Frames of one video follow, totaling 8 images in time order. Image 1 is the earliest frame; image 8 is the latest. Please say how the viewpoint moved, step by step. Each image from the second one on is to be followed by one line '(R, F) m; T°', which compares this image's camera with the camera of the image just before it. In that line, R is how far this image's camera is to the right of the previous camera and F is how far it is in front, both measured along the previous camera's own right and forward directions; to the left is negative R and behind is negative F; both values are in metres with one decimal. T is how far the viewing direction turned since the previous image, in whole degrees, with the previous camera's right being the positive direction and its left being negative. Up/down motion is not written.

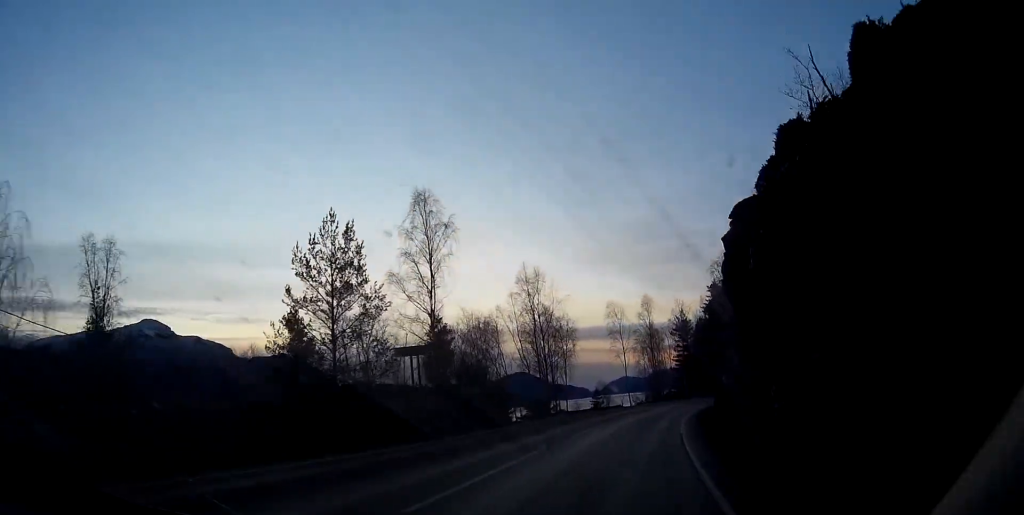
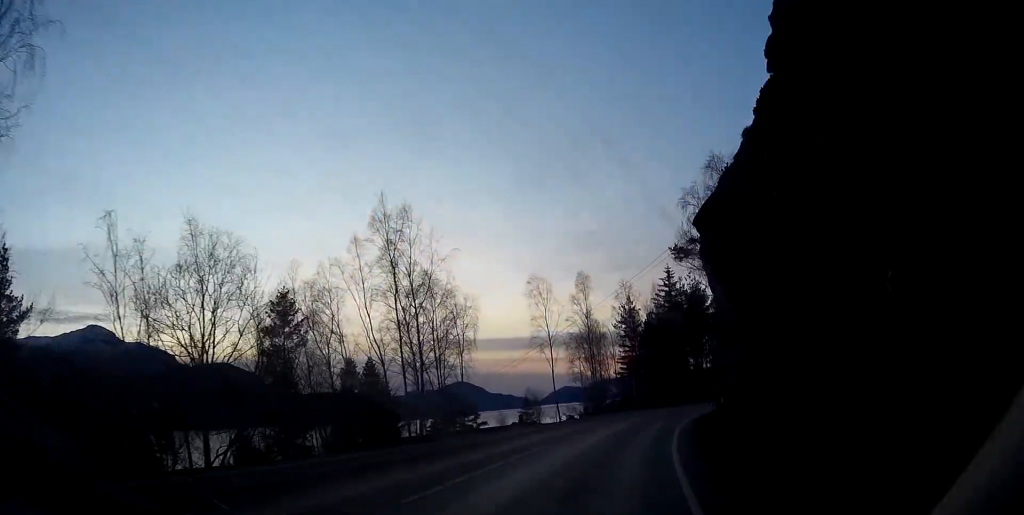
(+1.6, +23.5) m; +6°
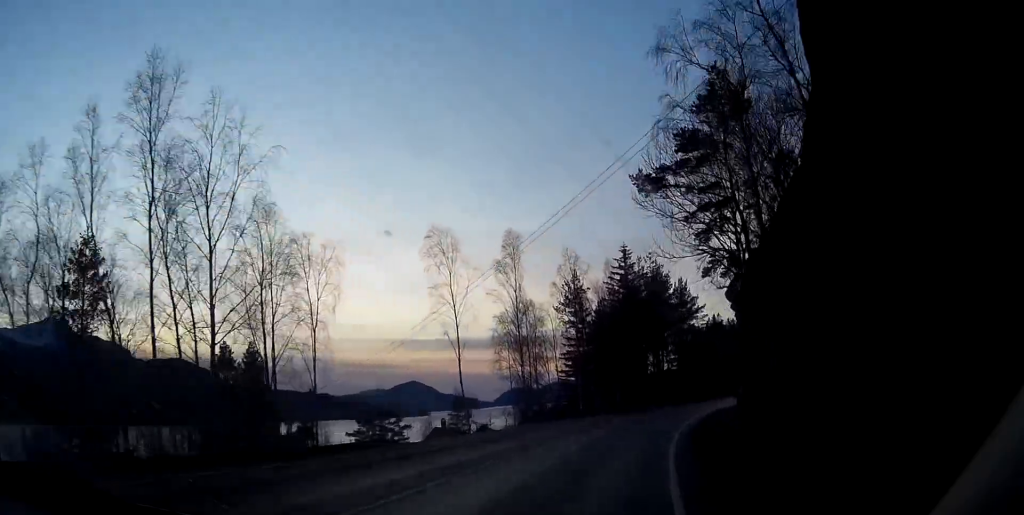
(+0.4, +17.9) m; +3°
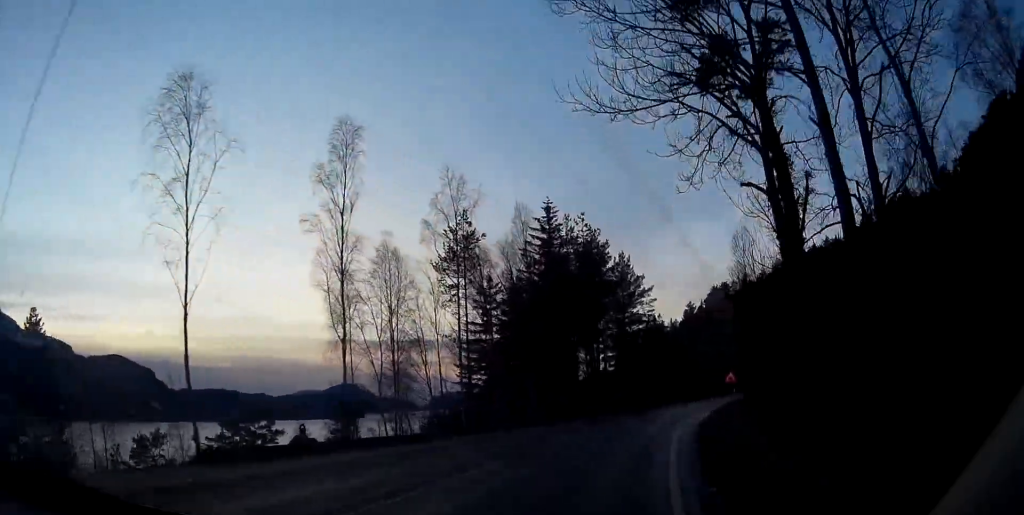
(+1.1, +22.5) m; +6°
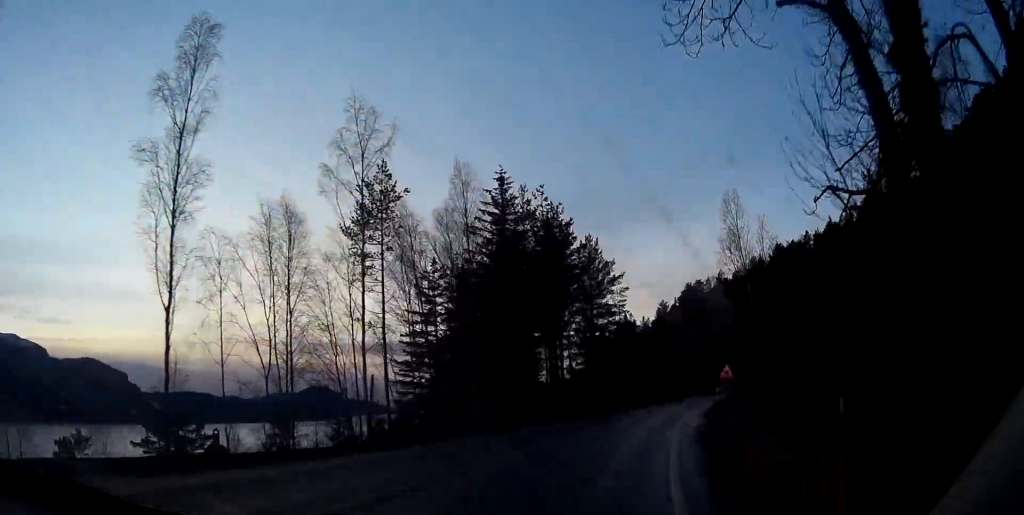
(+0.4, +10.2) m; +2°
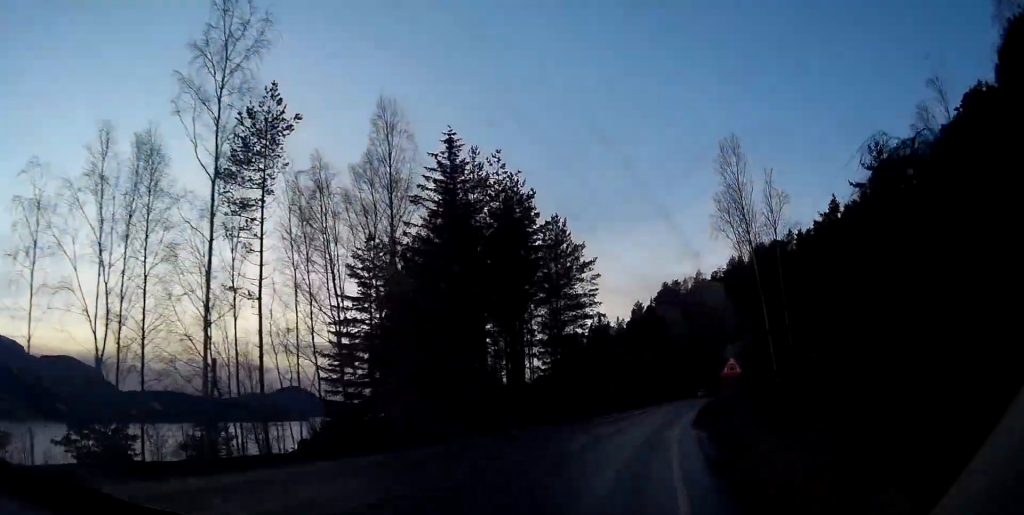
(+0.1, +9.7) m; +1°
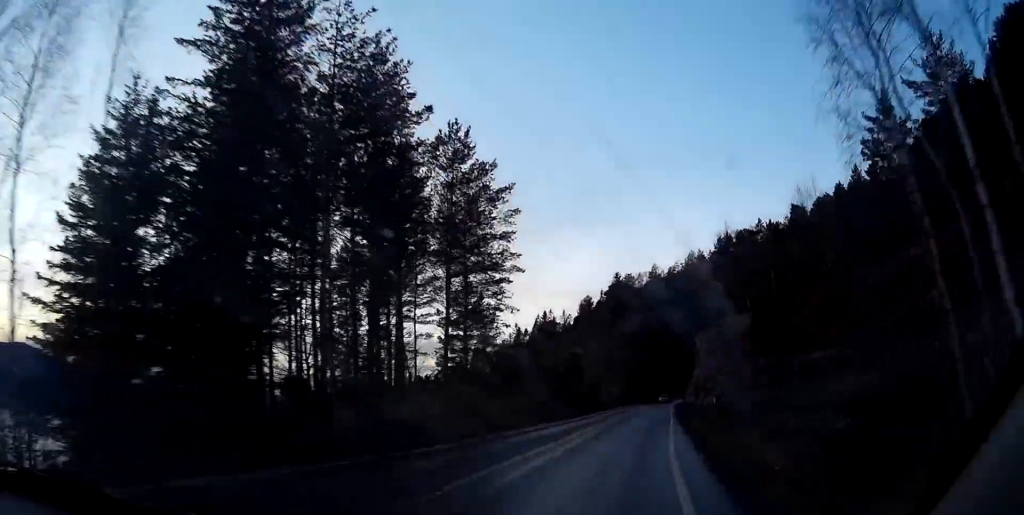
(+0.5, +23.7) m; +3°
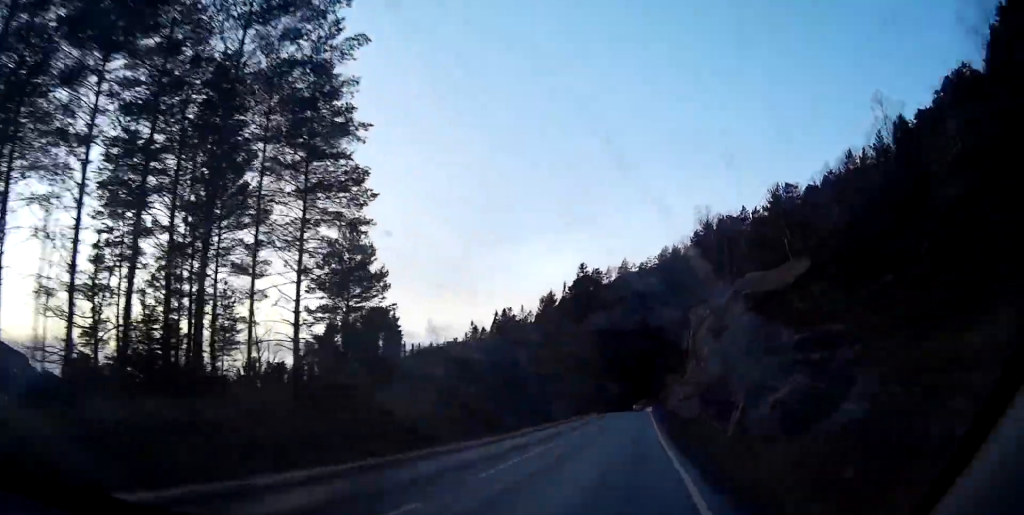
(+0.5, +22.2) m; 0°
